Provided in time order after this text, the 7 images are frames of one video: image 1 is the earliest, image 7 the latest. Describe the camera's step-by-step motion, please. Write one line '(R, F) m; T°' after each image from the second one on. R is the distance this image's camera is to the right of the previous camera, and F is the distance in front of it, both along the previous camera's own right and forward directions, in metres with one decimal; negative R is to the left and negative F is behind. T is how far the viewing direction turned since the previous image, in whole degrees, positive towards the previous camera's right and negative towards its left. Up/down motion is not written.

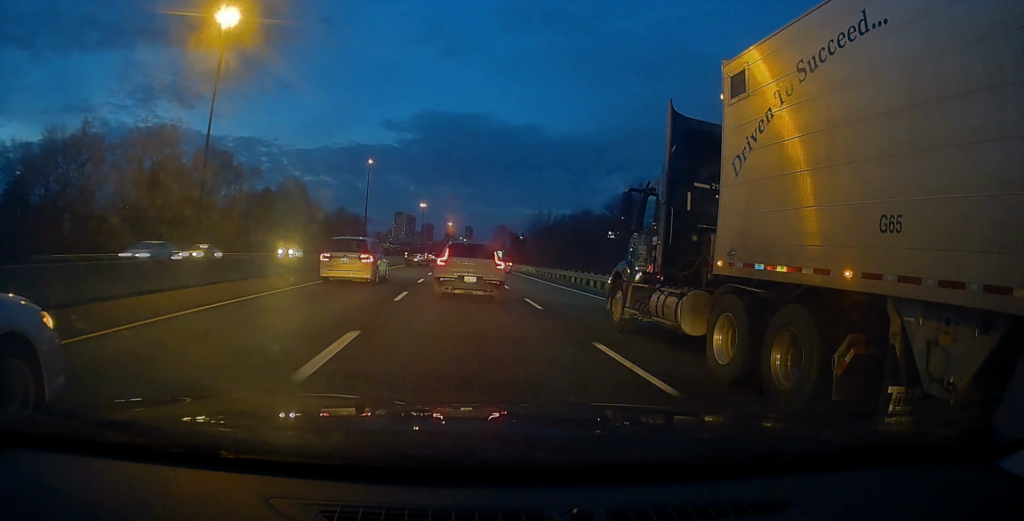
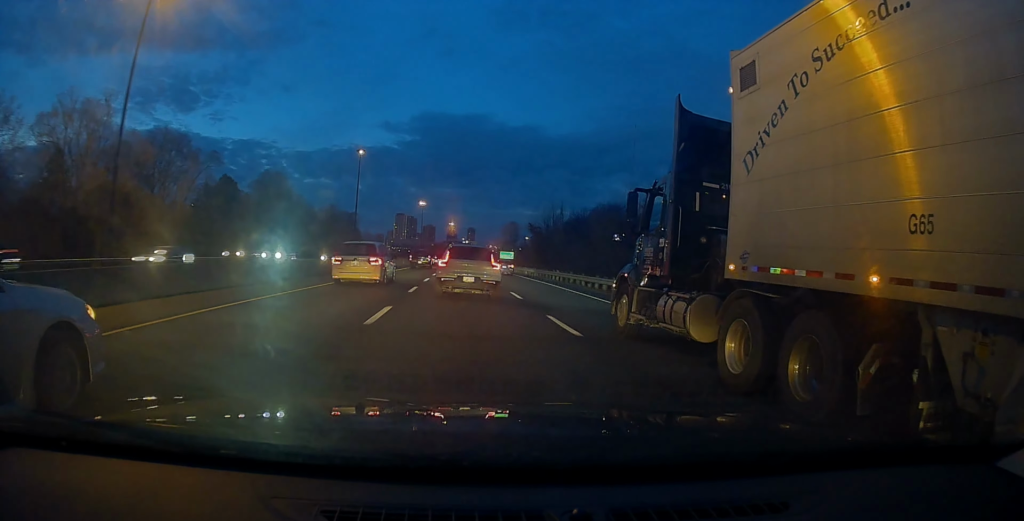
(+0.5, +22.0) m; +2°
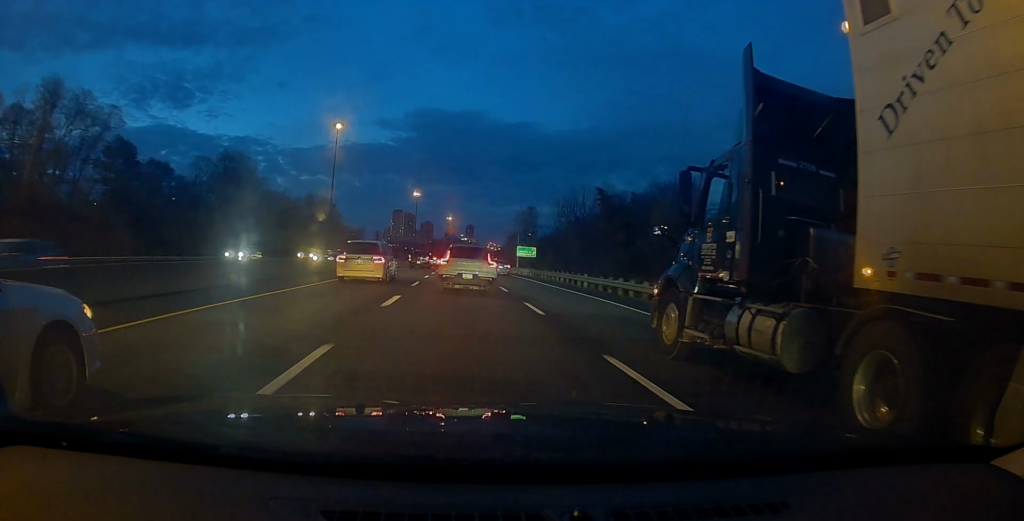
(-0.3, +31.5) m; -1°
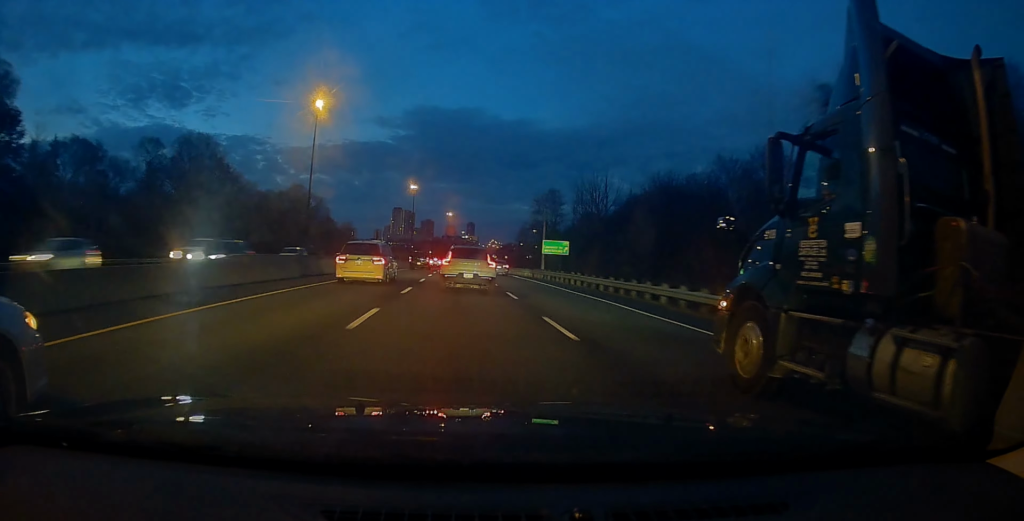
(+0.1, +21.3) m; +1°
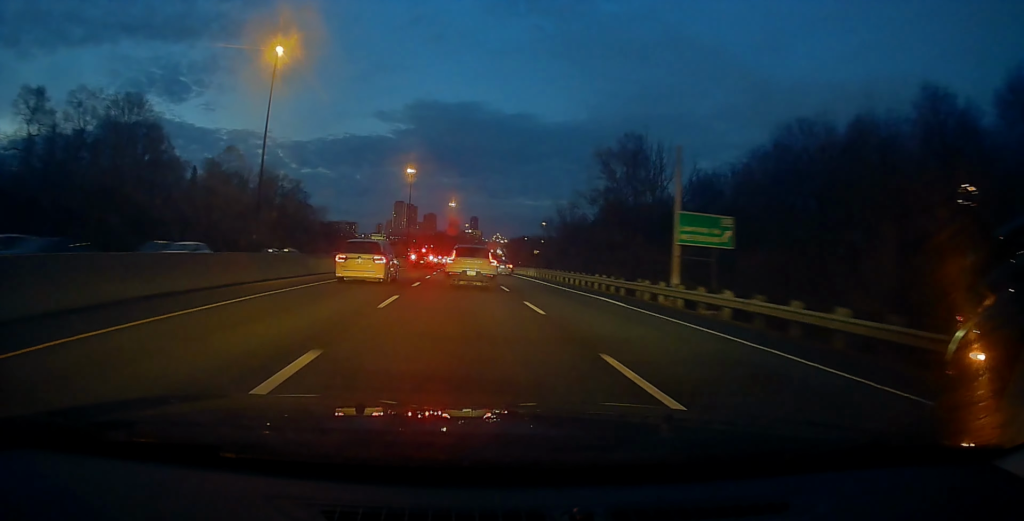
(+0.4, +31.9) m; -1°
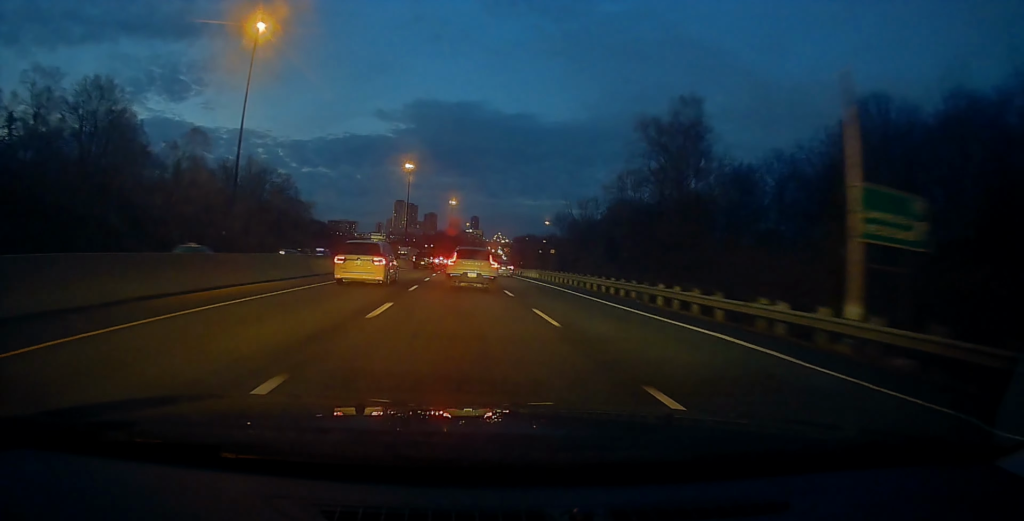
(-0.3, +10.7) m; 0°
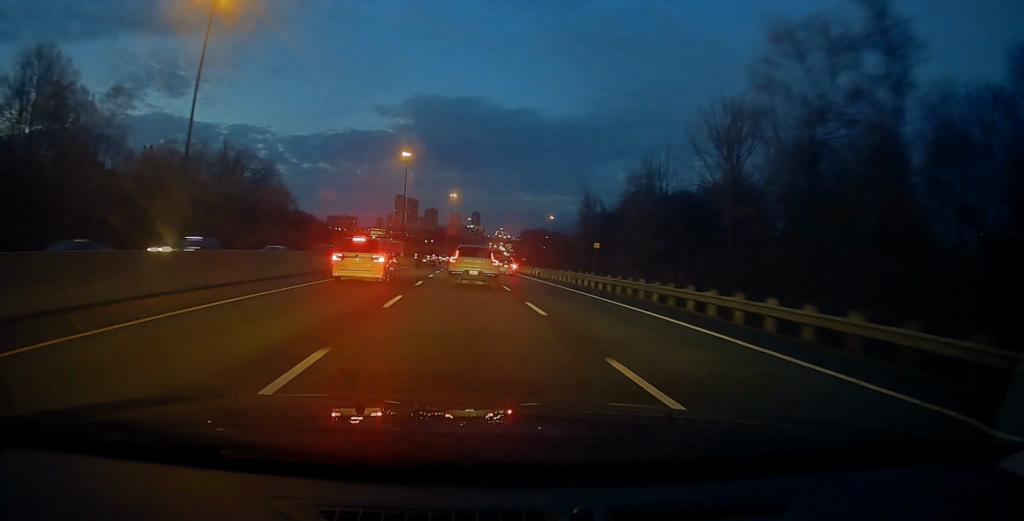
(-0.1, +16.0) m; 0°
